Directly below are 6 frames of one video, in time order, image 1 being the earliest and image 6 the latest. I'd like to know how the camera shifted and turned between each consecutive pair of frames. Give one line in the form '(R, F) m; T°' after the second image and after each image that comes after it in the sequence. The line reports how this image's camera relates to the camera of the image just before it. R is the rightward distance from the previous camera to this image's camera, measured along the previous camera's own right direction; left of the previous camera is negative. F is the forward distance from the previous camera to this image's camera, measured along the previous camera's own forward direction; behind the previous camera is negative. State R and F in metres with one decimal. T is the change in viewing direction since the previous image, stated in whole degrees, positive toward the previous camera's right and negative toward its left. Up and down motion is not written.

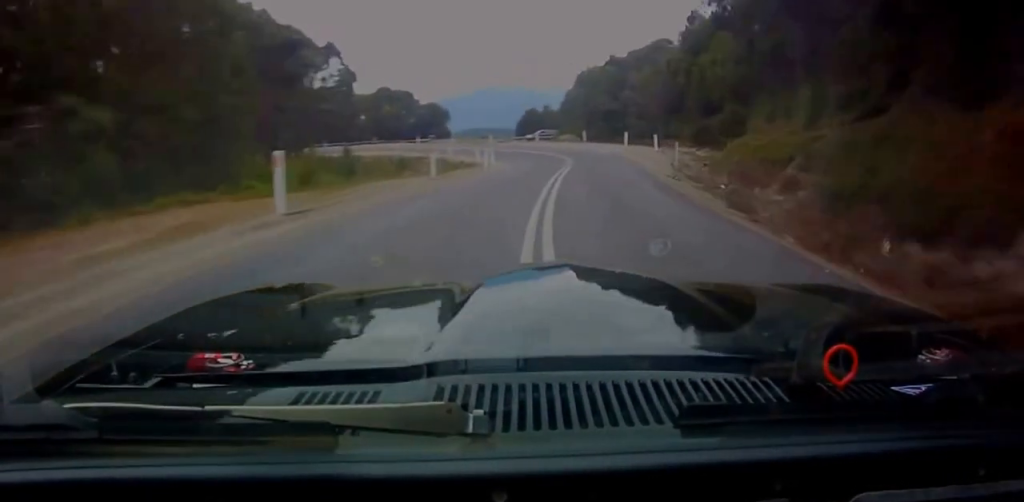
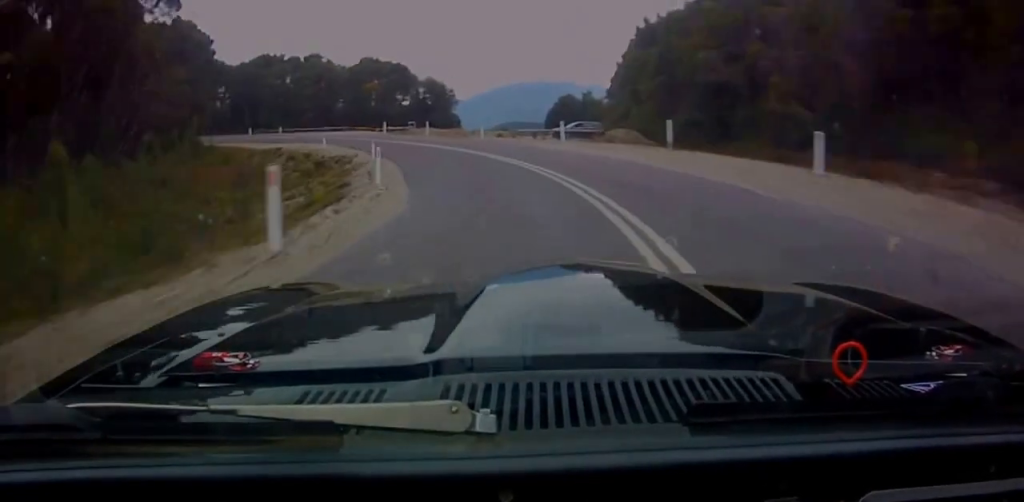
(+5.1, +32.1) m; +2°
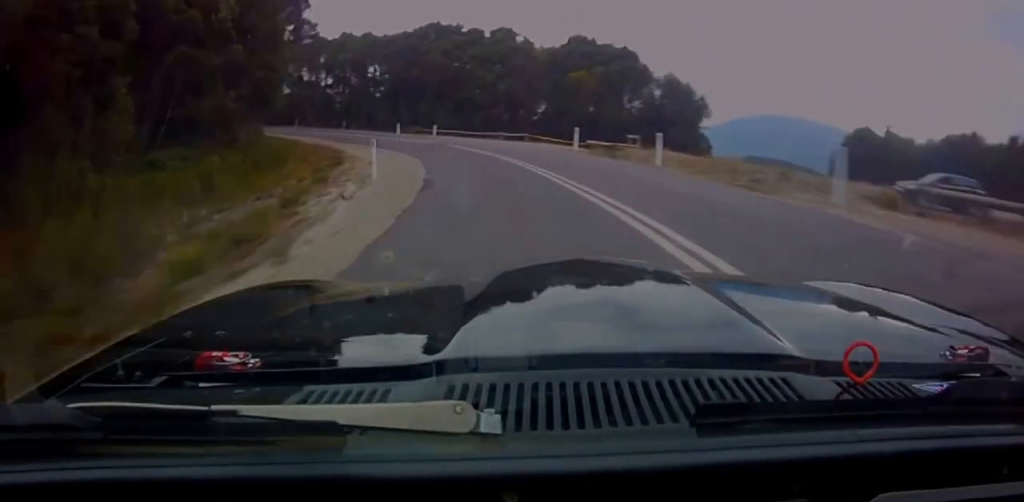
(-3.9, +27.8) m; -26°
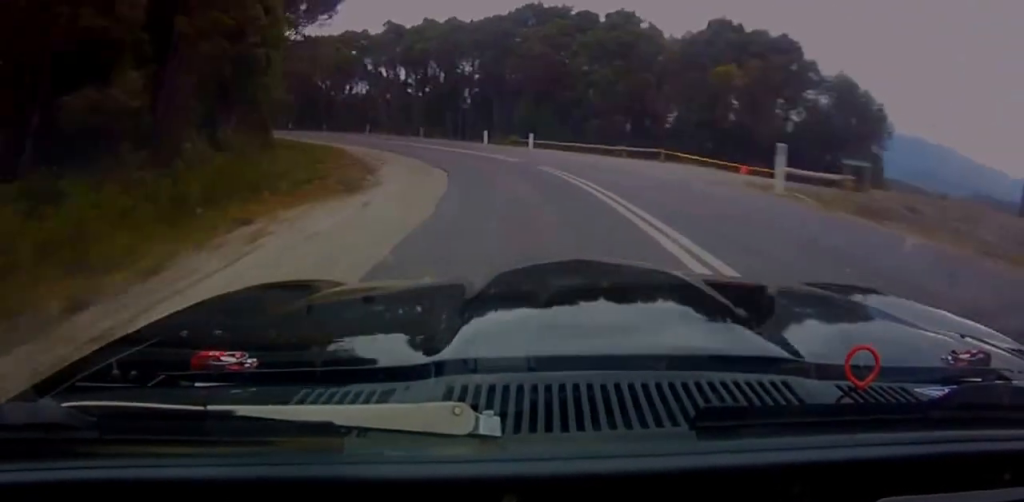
(-2.7, +13.8) m; -11°
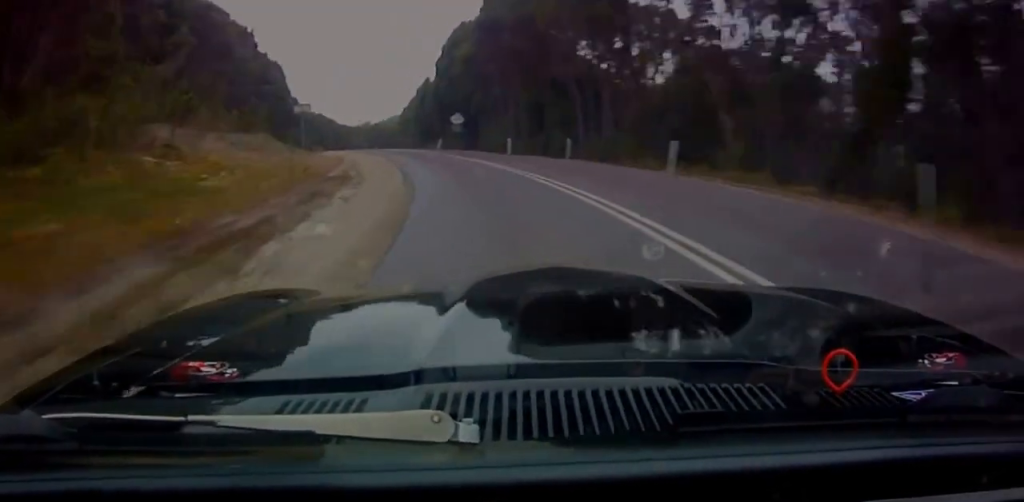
(-7.3, +43.5) m; -14°
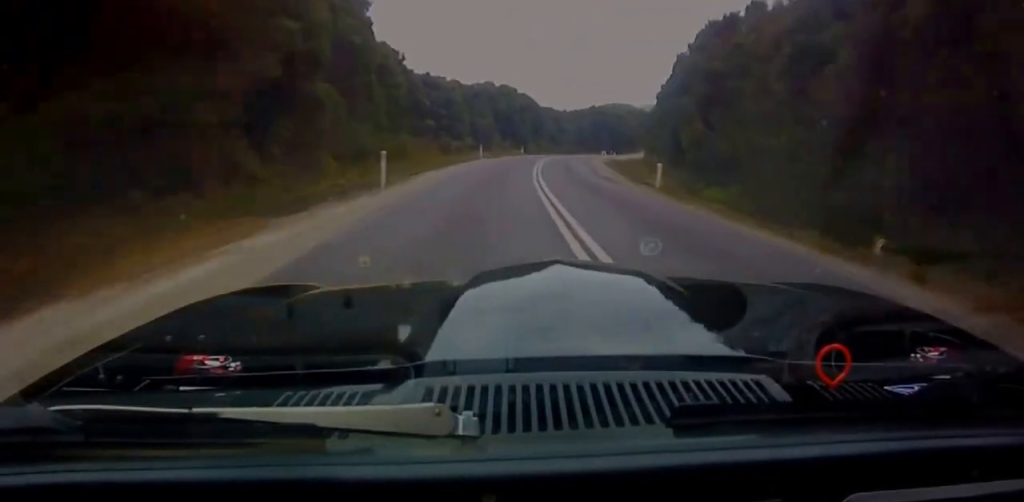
(-18.2, +67.8) m; -19°
